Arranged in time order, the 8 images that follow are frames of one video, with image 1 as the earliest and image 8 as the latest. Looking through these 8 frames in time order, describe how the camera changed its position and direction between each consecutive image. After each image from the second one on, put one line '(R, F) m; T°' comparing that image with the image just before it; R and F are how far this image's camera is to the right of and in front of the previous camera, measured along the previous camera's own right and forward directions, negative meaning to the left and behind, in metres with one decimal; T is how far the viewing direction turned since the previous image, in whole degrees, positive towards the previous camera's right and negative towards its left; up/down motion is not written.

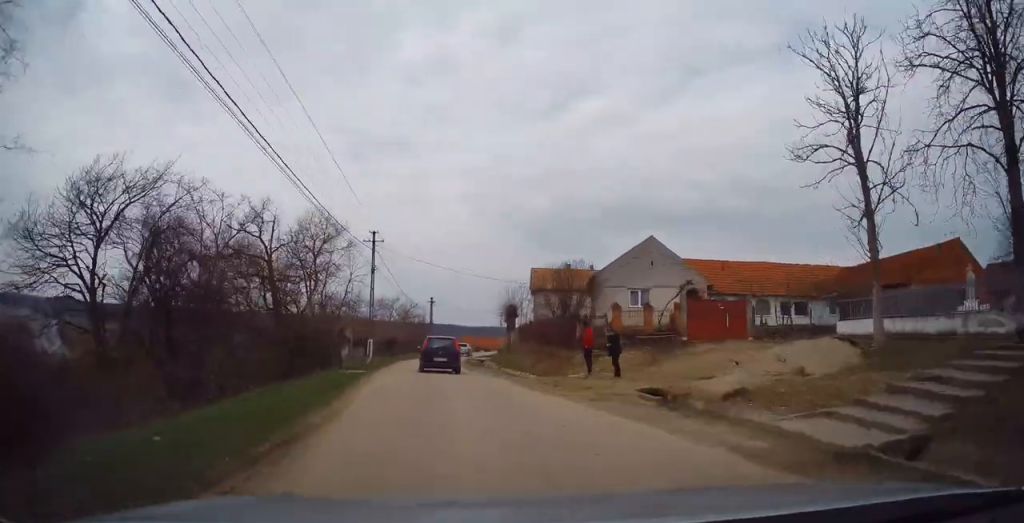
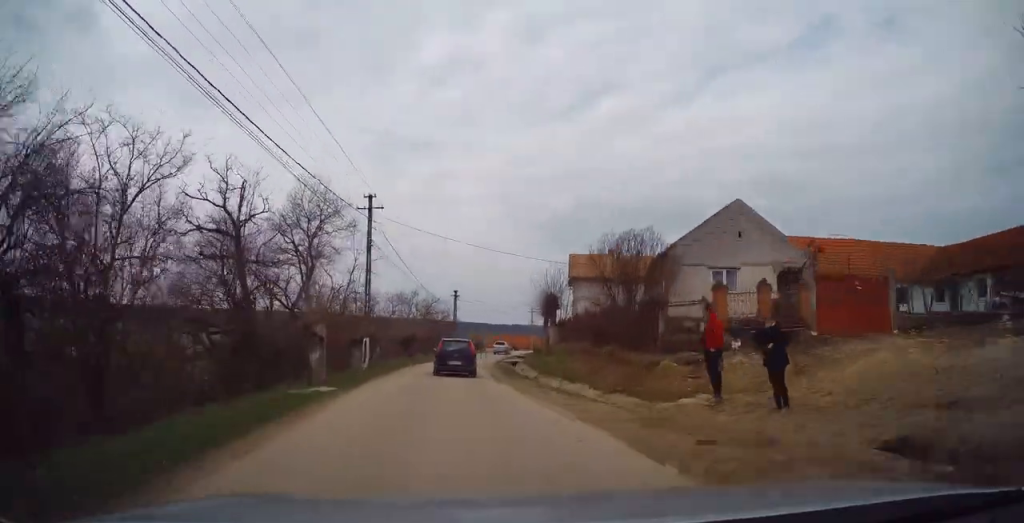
(-0.4, +8.3) m; -2°
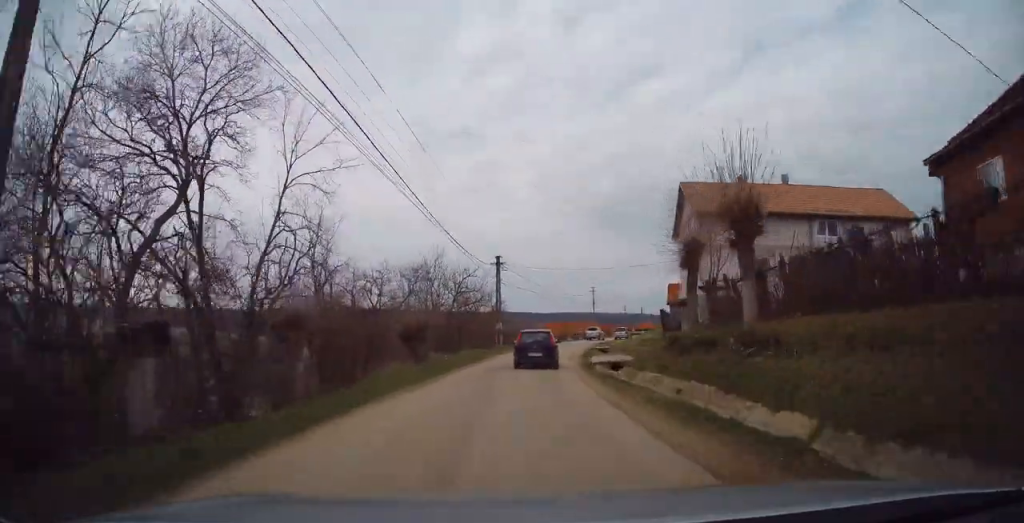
(-1.0, +21.1) m; -5°
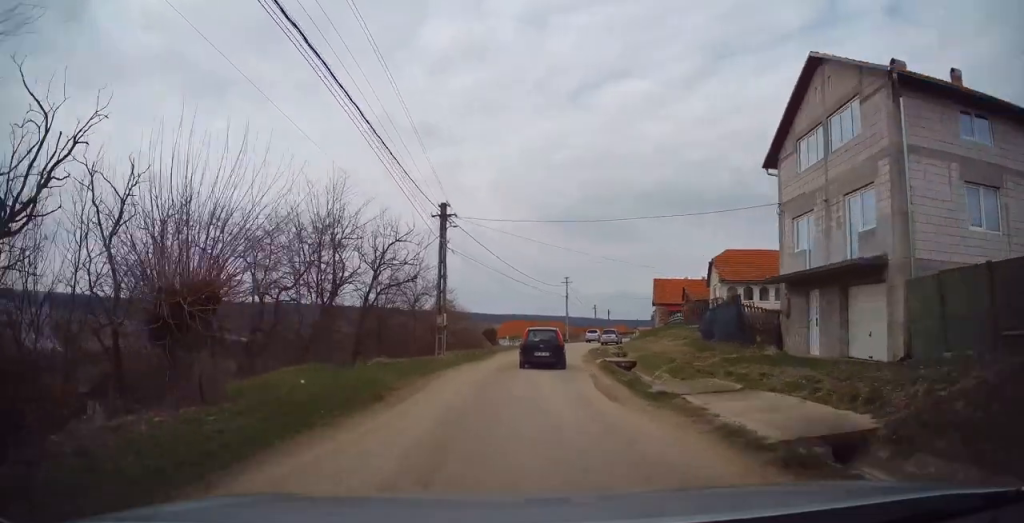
(+0.2, +17.7) m; +5°
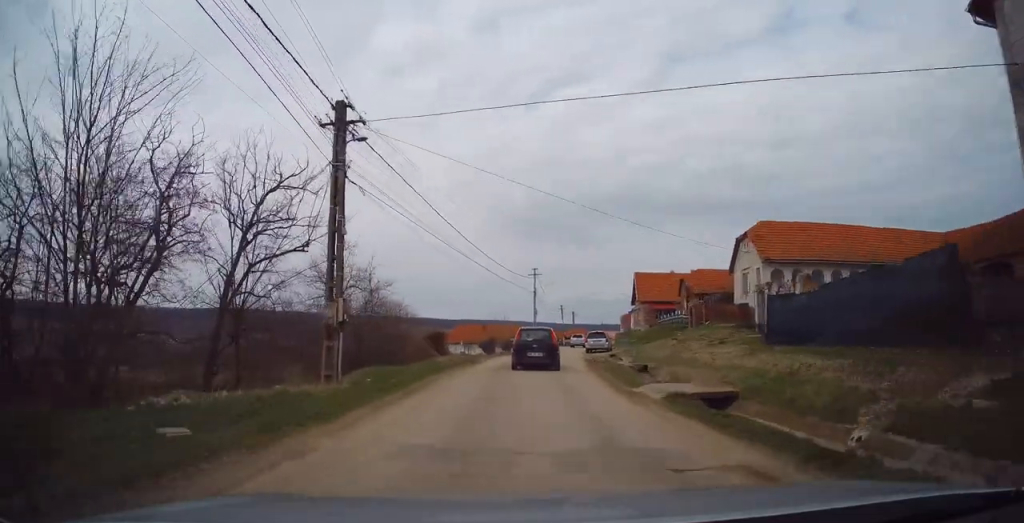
(+0.7, +12.8) m; +5°
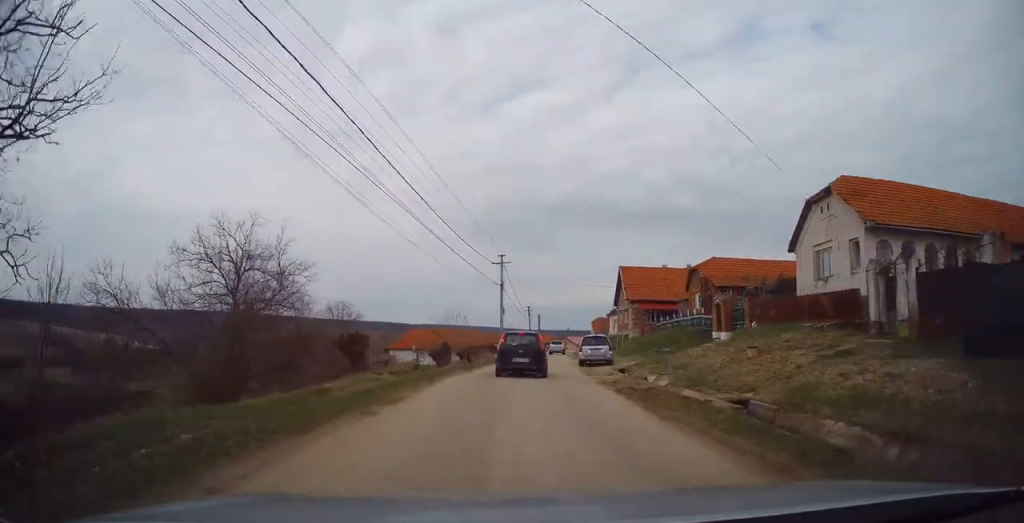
(+0.3, +11.8) m; +4°
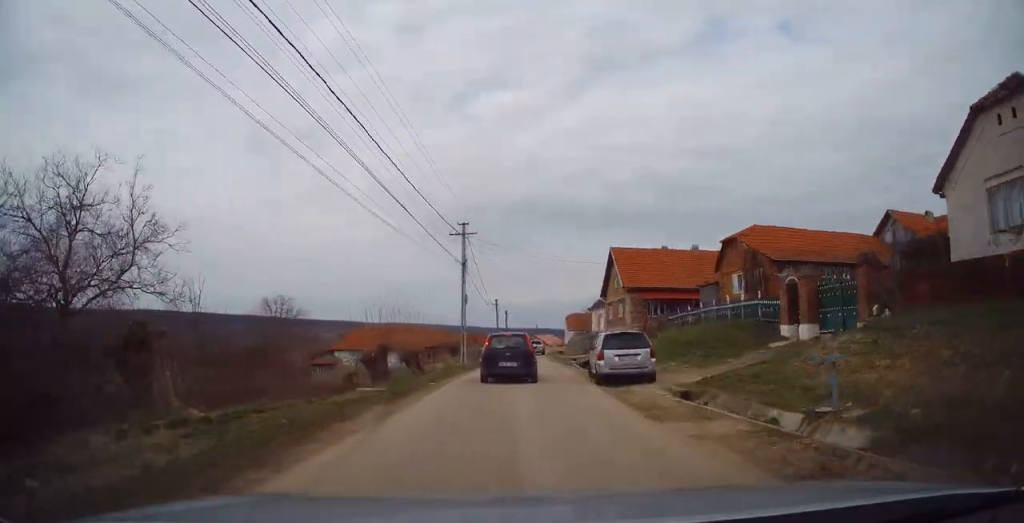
(+0.4, +11.2) m; +5°
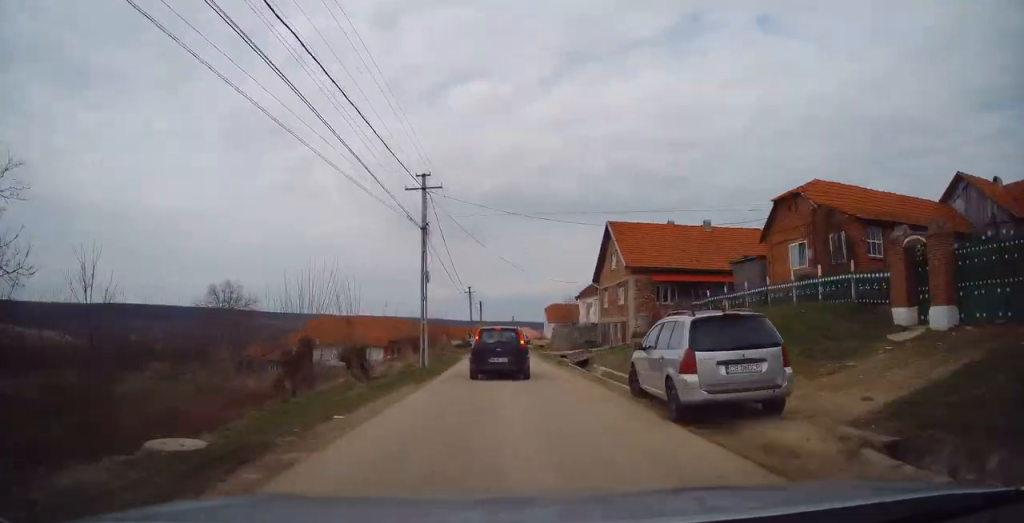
(+0.3, +8.1) m; +3°
